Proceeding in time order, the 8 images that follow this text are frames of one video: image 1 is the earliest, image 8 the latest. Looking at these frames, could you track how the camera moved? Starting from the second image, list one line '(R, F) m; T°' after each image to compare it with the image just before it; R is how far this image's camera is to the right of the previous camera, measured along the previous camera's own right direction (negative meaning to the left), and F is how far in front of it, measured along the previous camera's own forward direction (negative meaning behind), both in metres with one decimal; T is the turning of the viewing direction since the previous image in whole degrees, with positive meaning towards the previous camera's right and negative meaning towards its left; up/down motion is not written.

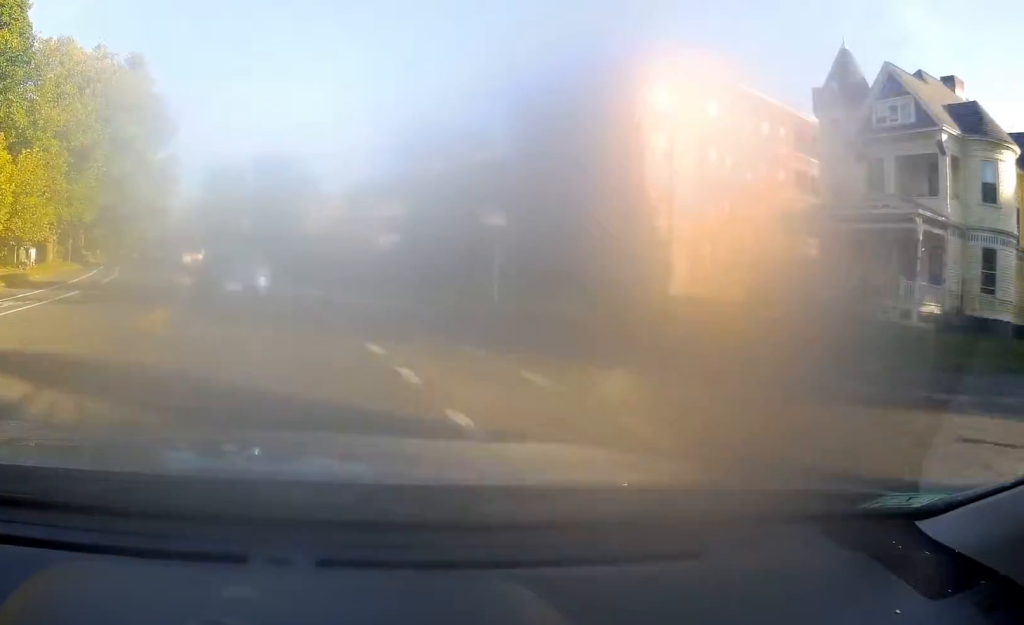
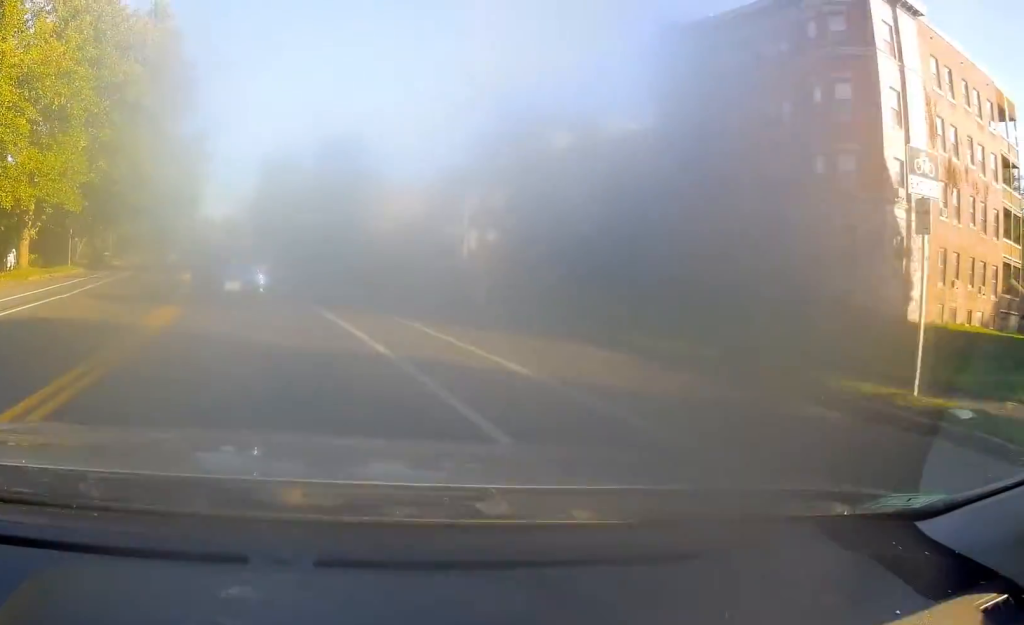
(-0.7, +14.3) m; -6°
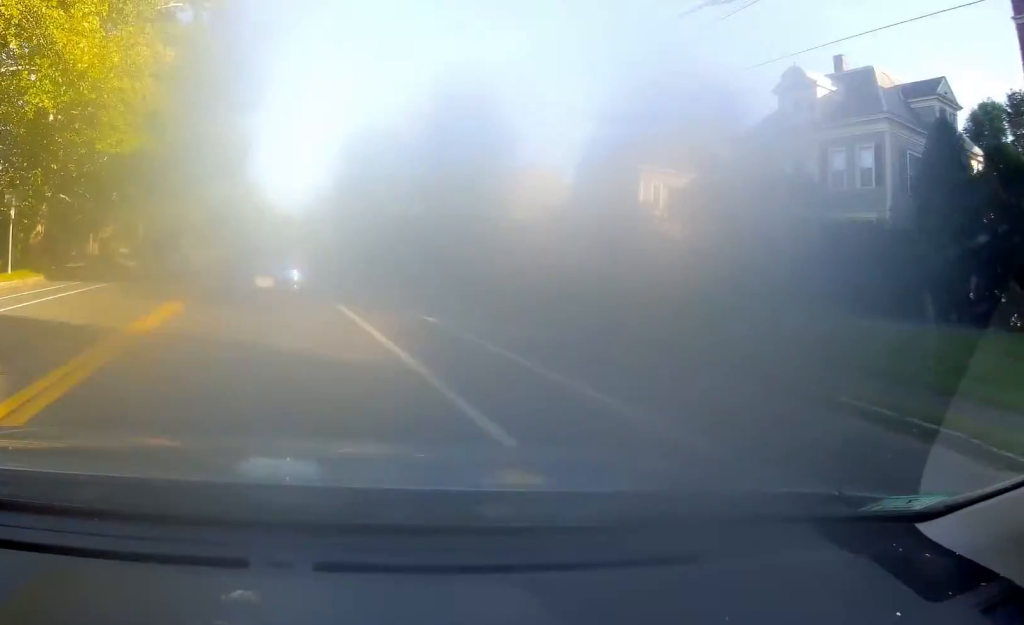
(-1.3, +21.4) m; -6°
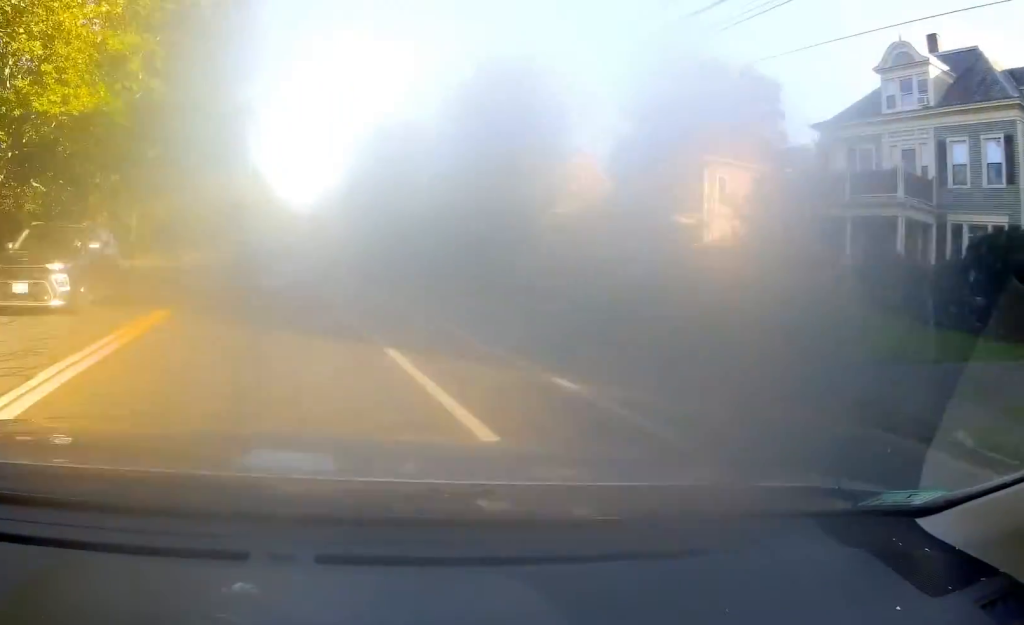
(-0.2, +6.7) m; -1°
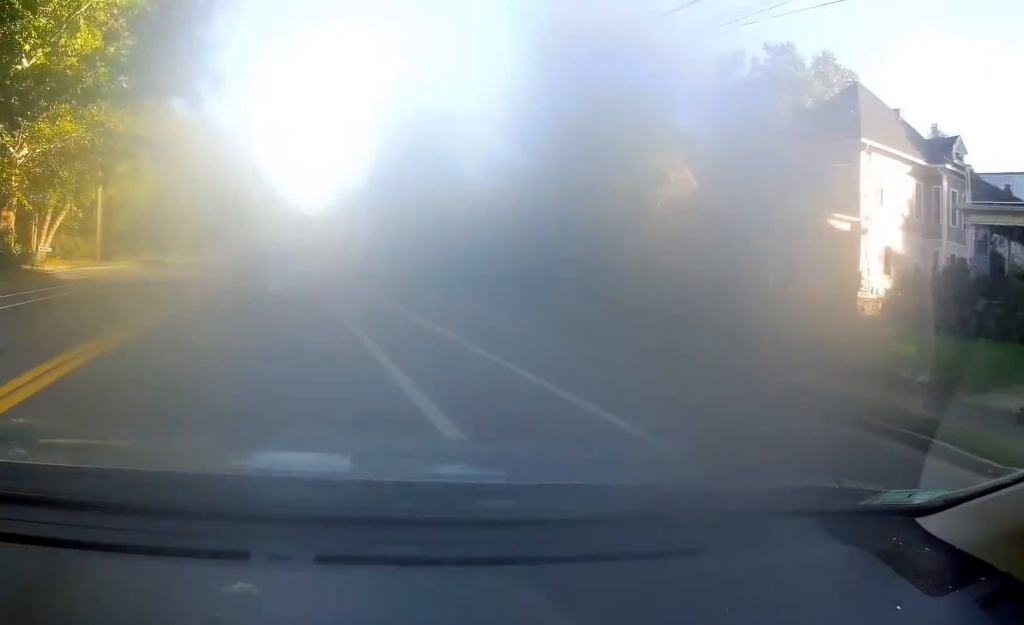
(-0.1, +12.1) m; +1°
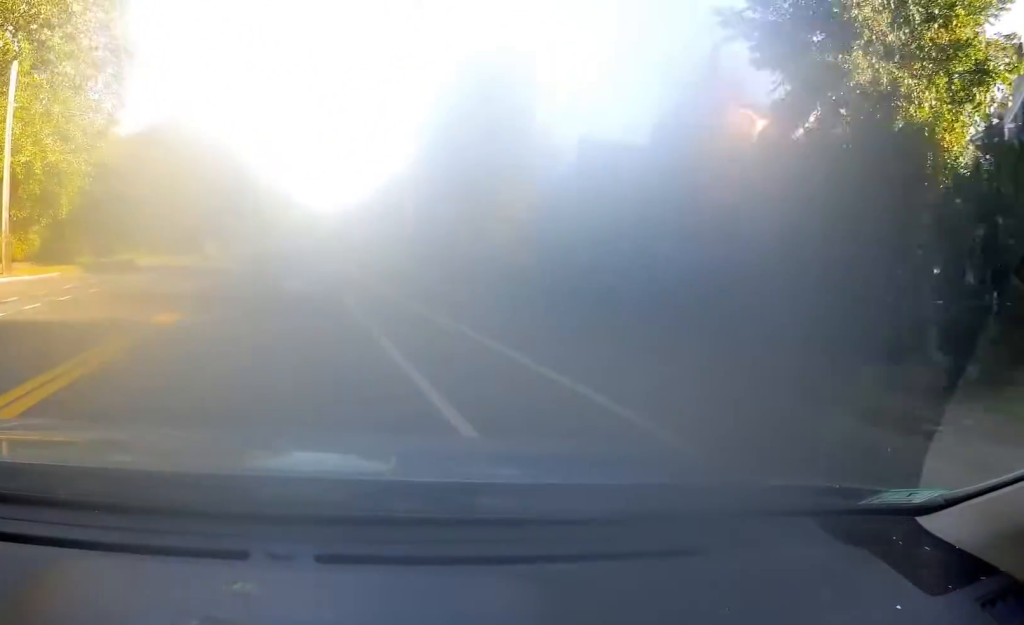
(+0.3, +16.6) m; -1°
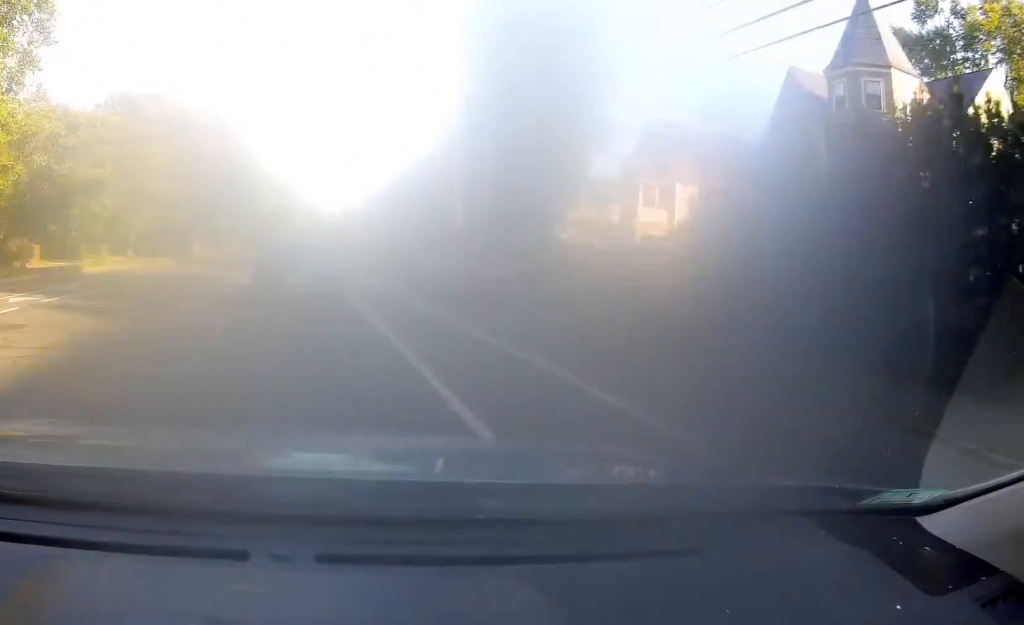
(-0.5, +11.0) m; -2°
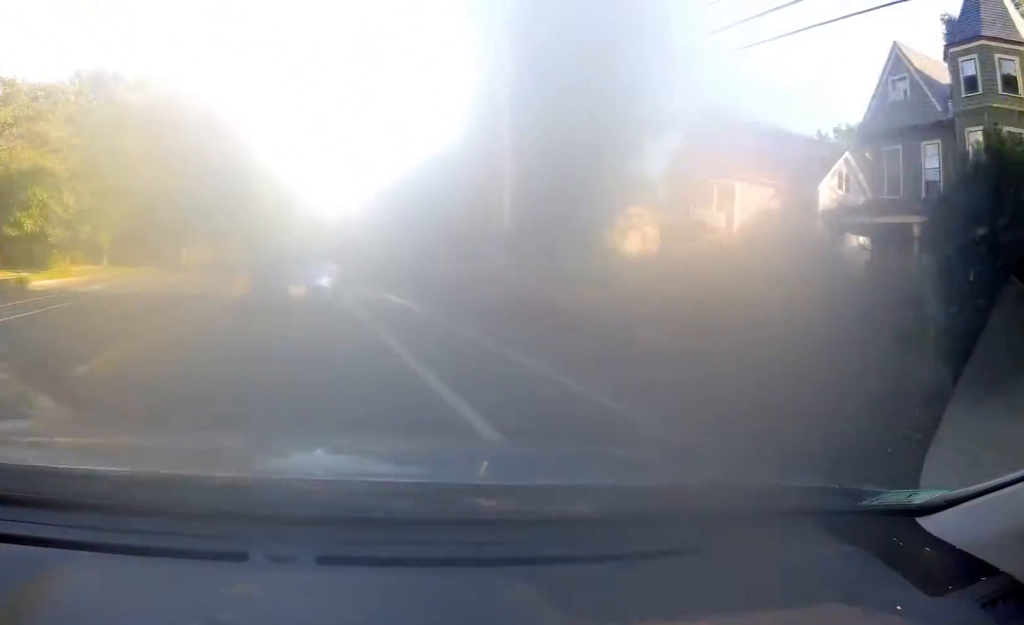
(+0.1, +6.3) m; 0°
